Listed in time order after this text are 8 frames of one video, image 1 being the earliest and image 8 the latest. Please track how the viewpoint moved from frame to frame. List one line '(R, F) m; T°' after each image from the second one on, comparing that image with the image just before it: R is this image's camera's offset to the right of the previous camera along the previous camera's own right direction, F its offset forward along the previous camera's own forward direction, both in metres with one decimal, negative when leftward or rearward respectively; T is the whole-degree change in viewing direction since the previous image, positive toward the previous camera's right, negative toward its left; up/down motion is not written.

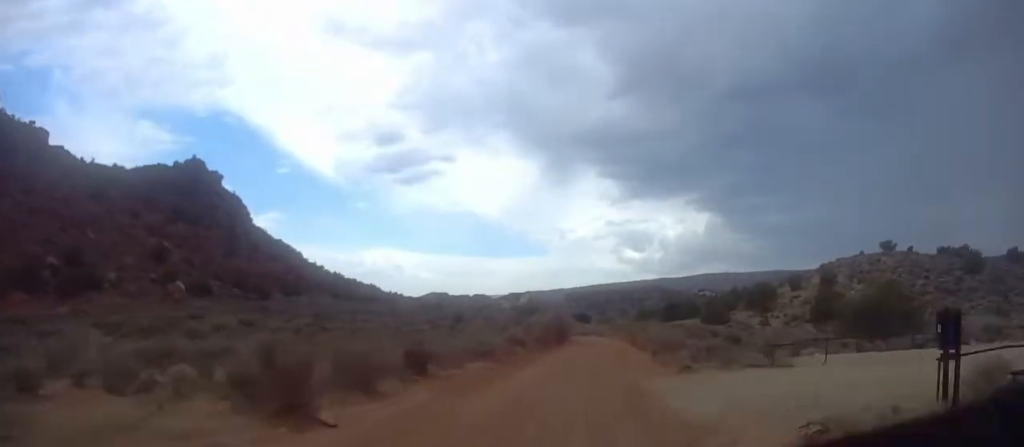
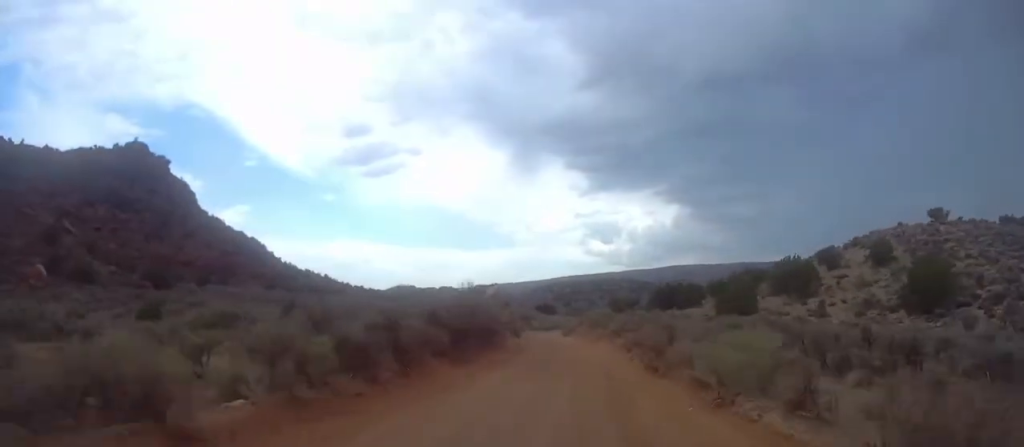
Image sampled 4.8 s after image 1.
(+0.1, +34.4) m; -1°
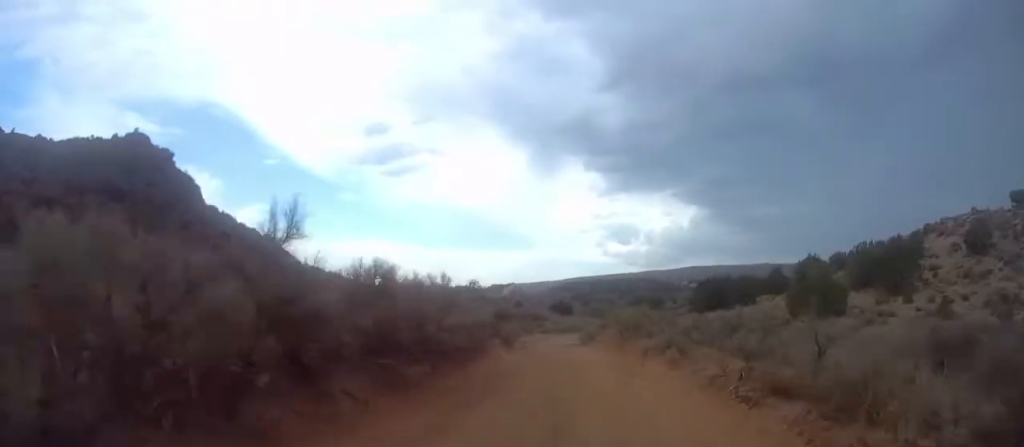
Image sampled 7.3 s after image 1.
(-0.5, +19.2) m; -1°
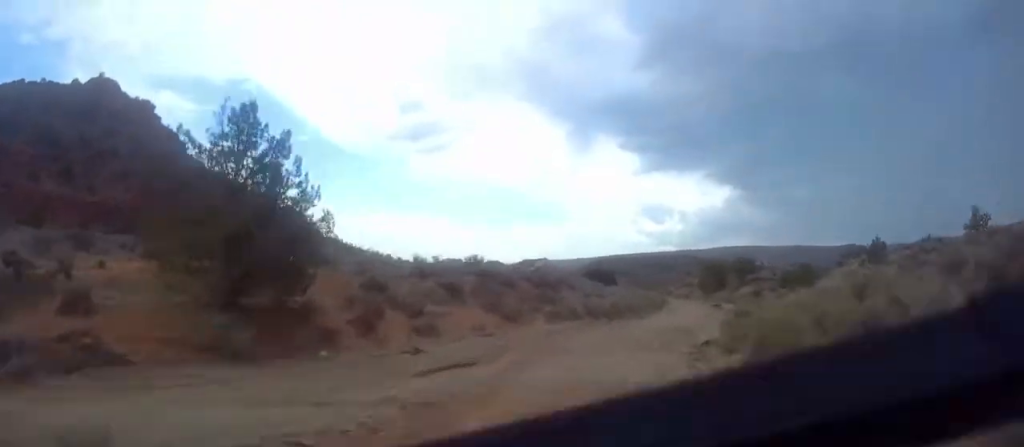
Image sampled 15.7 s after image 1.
(-1.9, +68.9) m; +1°
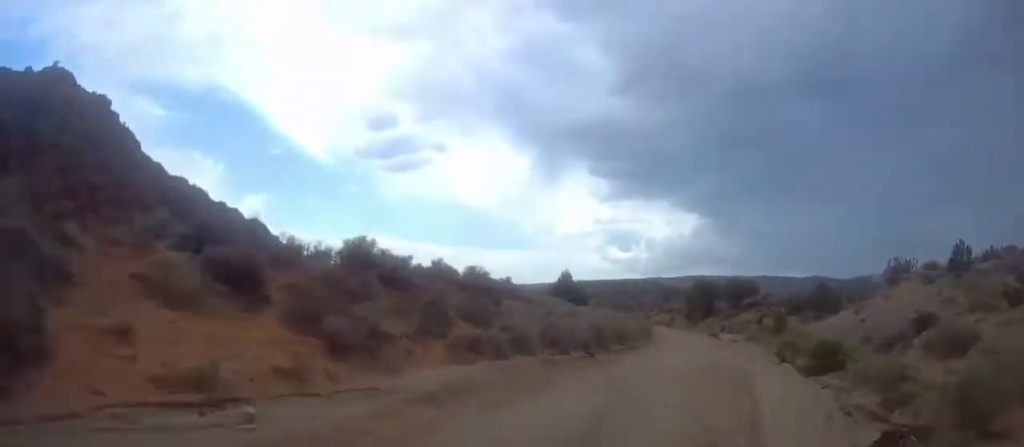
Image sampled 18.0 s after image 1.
(+1.1, +20.2) m; +4°
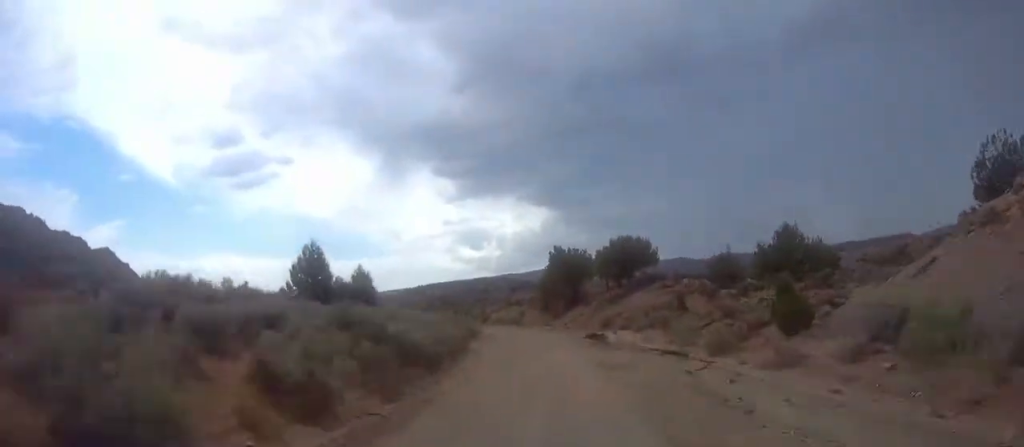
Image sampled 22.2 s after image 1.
(+2.6, +38.1) m; +4°
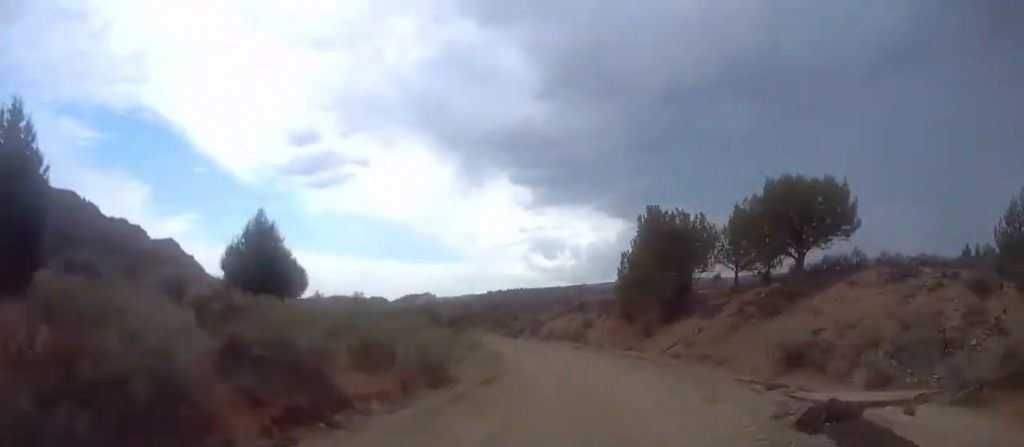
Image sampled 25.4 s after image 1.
(+0.3, +30.8) m; -5°
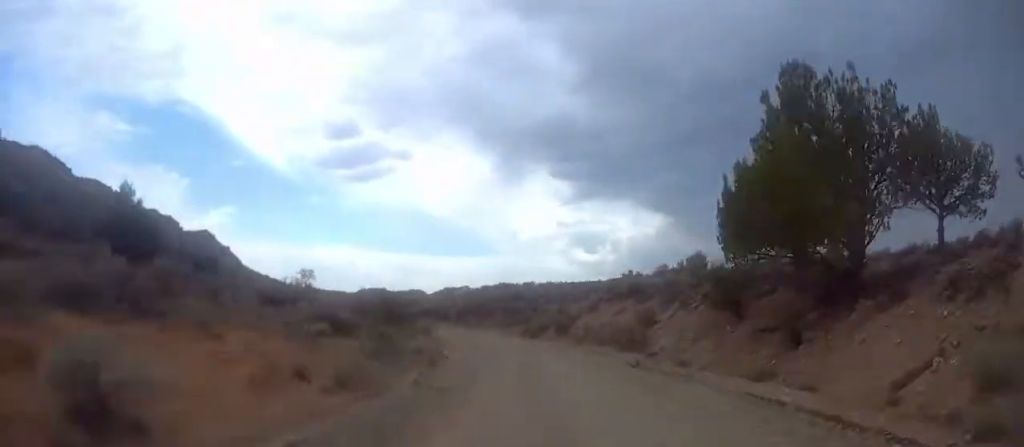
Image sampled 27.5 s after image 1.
(+0.4, +21.1) m; -8°
